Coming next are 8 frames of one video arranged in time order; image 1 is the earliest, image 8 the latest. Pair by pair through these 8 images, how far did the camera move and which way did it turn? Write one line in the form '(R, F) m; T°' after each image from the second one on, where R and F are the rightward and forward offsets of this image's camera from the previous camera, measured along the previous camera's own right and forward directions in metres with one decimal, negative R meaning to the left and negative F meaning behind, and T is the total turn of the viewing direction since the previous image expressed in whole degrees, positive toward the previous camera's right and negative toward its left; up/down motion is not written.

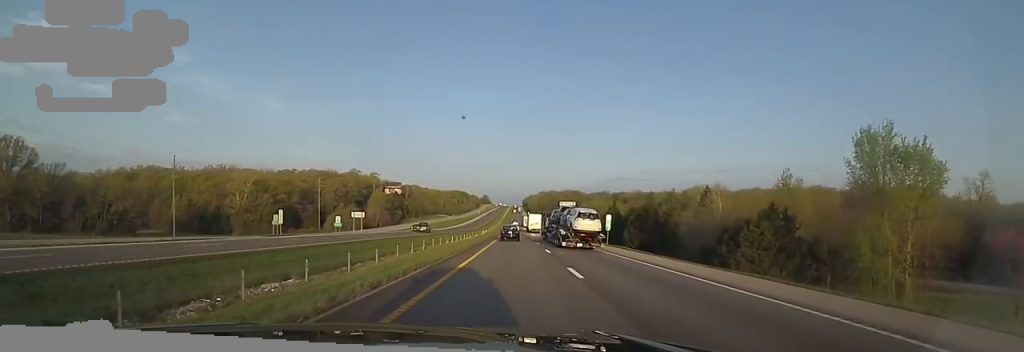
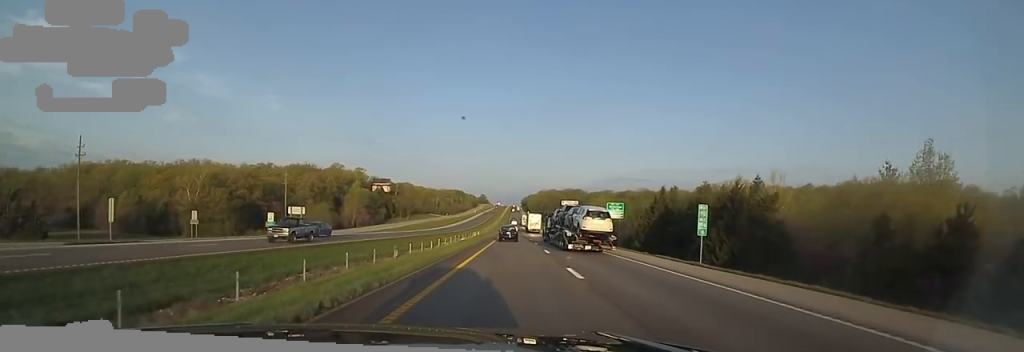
(+0.5, +24.5) m; 0°
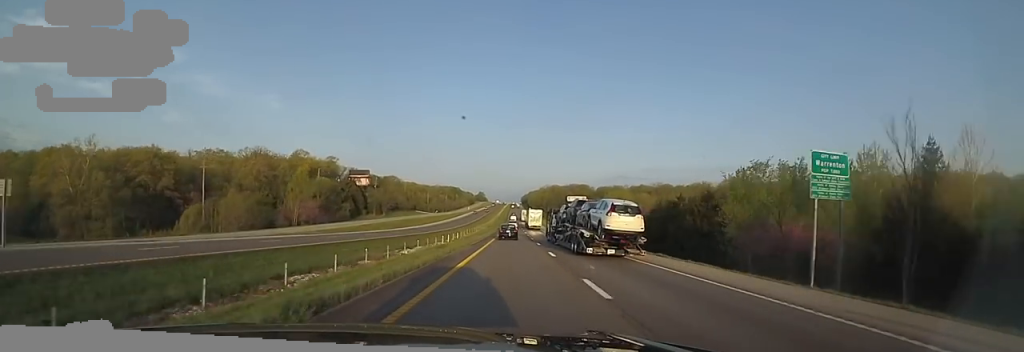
(-0.3, +40.3) m; -2°
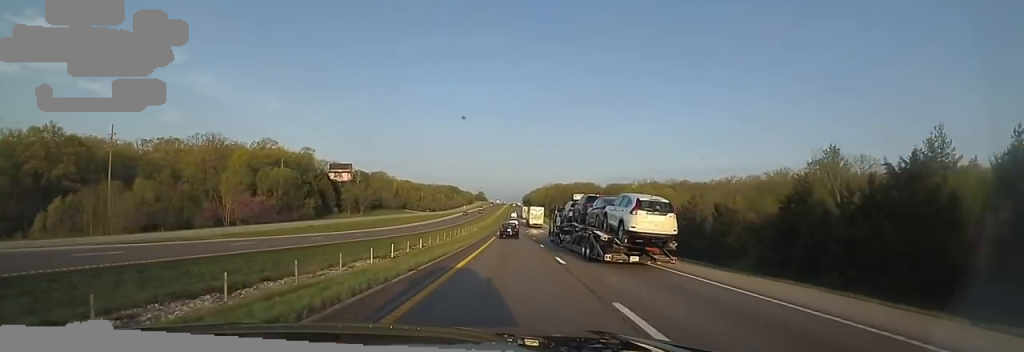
(-0.6, +28.2) m; -1°
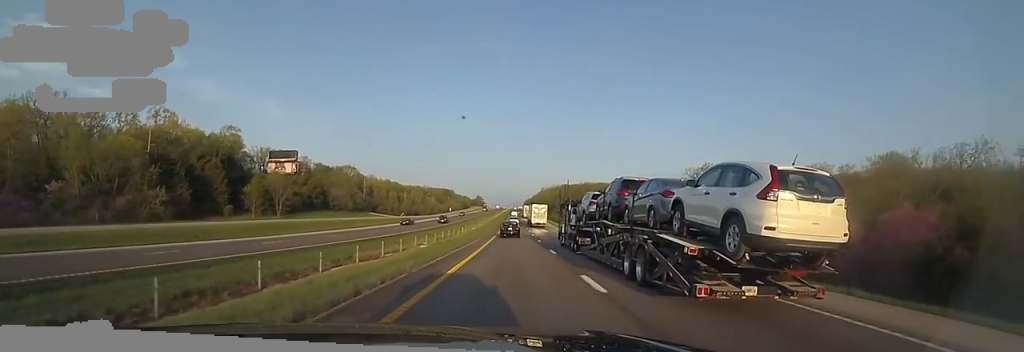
(+0.3, +56.9) m; 0°
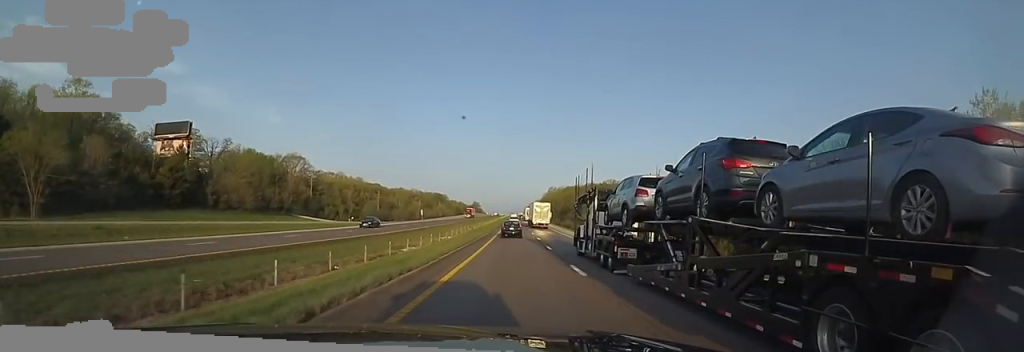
(+0.7, +56.3) m; +1°
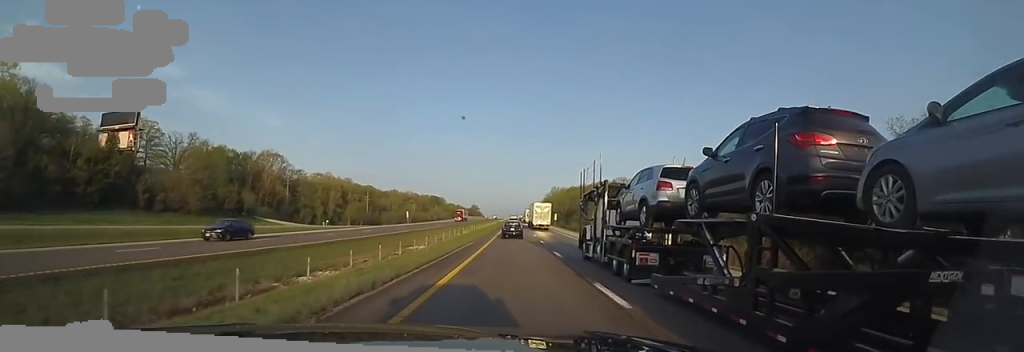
(+0.4, +16.3) m; 0°
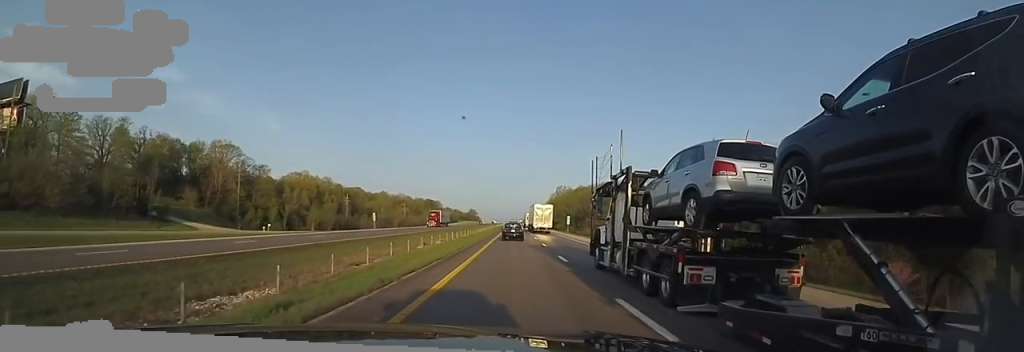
(-0.4, +25.9) m; -1°
